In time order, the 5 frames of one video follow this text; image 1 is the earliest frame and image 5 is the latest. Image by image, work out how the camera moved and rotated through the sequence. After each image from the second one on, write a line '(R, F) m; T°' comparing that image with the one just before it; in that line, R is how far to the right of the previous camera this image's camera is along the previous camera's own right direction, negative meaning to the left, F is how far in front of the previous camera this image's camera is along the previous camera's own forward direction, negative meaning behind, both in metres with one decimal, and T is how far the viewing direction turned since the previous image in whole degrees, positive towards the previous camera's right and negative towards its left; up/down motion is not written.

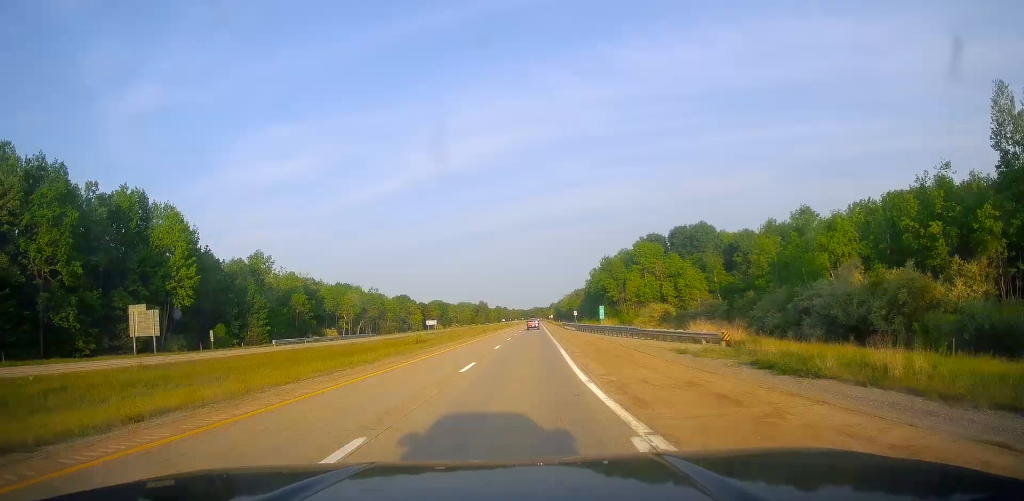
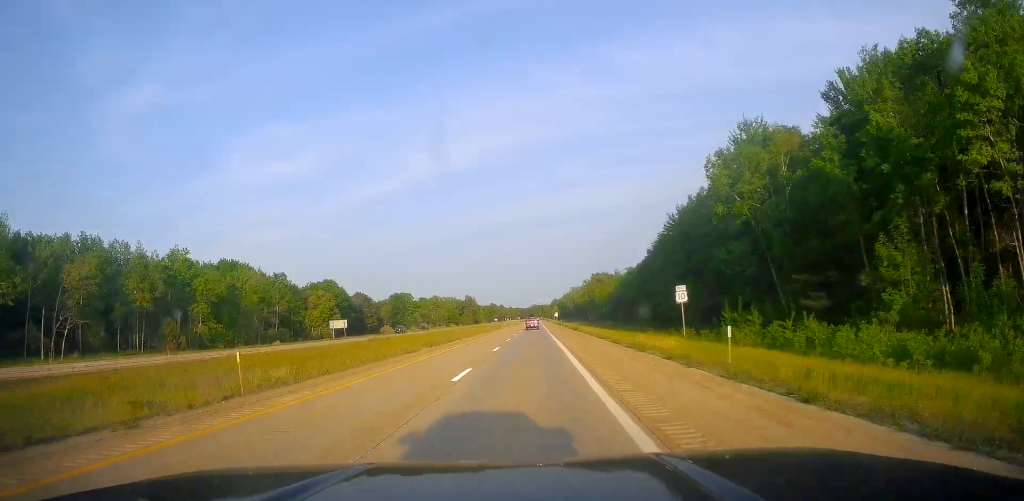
(-1.9, +125.0) m; 0°
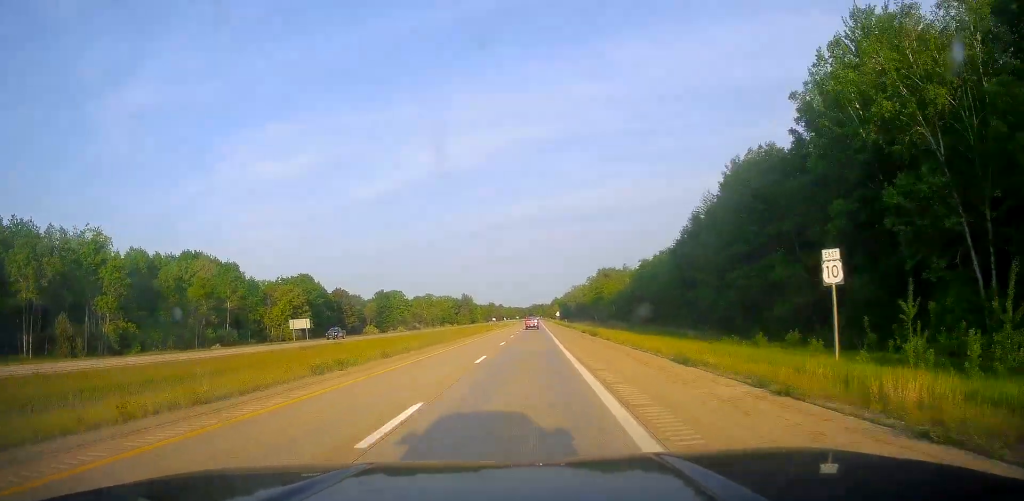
(+0.3, +24.1) m; 0°
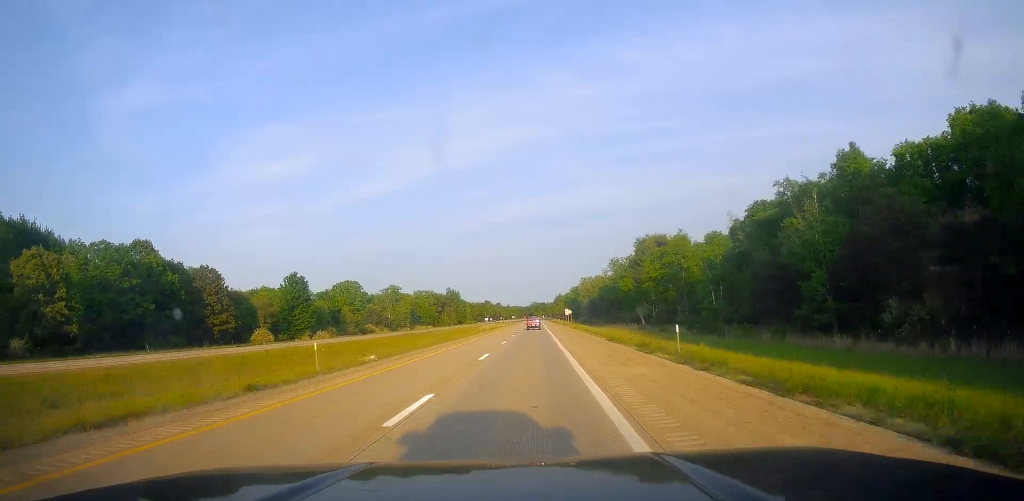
(-1.1, +89.9) m; -1°
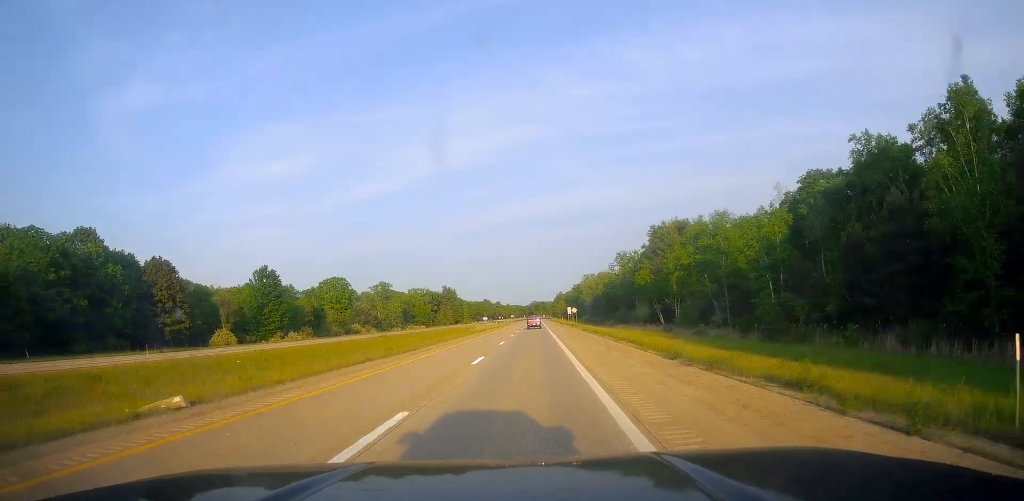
(-0.2, +17.9) m; 0°
